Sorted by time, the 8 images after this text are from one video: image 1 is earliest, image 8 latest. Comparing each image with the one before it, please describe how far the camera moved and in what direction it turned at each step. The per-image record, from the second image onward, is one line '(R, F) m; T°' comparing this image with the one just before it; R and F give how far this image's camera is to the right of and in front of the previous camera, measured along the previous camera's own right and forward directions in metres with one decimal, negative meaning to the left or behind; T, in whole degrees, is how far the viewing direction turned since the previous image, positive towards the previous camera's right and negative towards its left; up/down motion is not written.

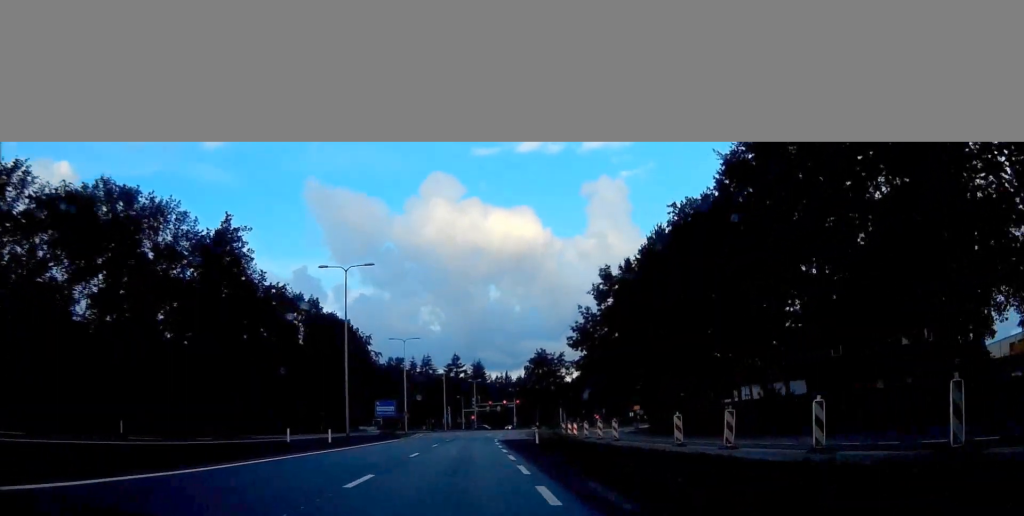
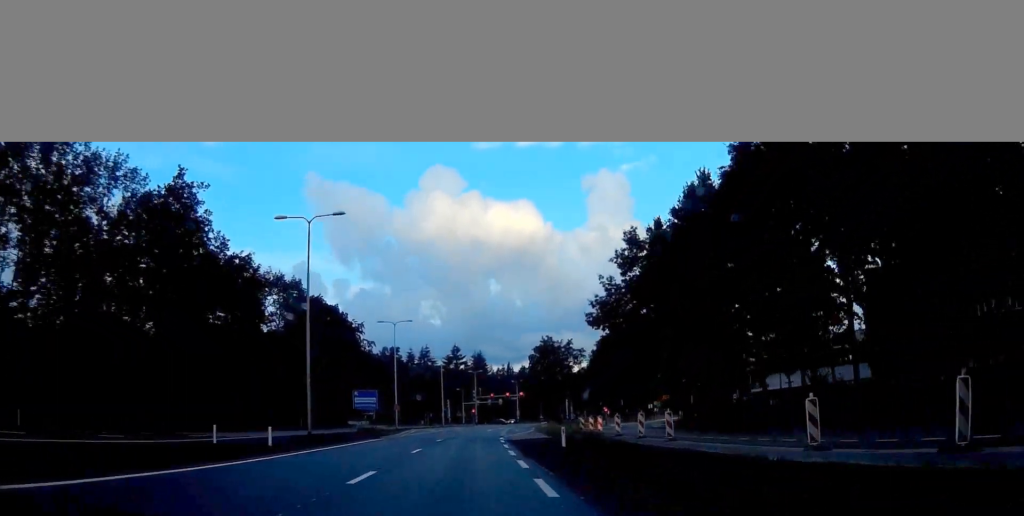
(0.0, +11.6) m; 0°
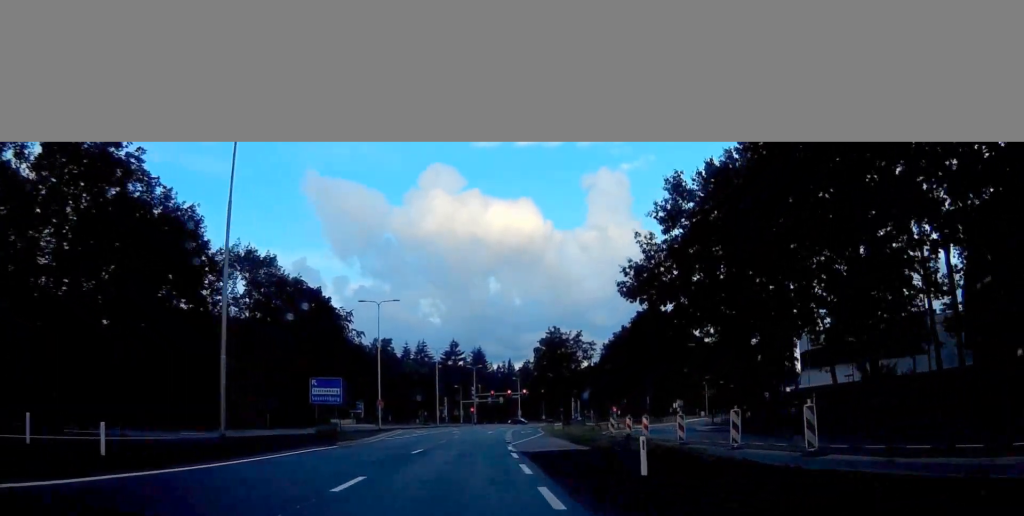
(+0.1, +13.1) m; +1°
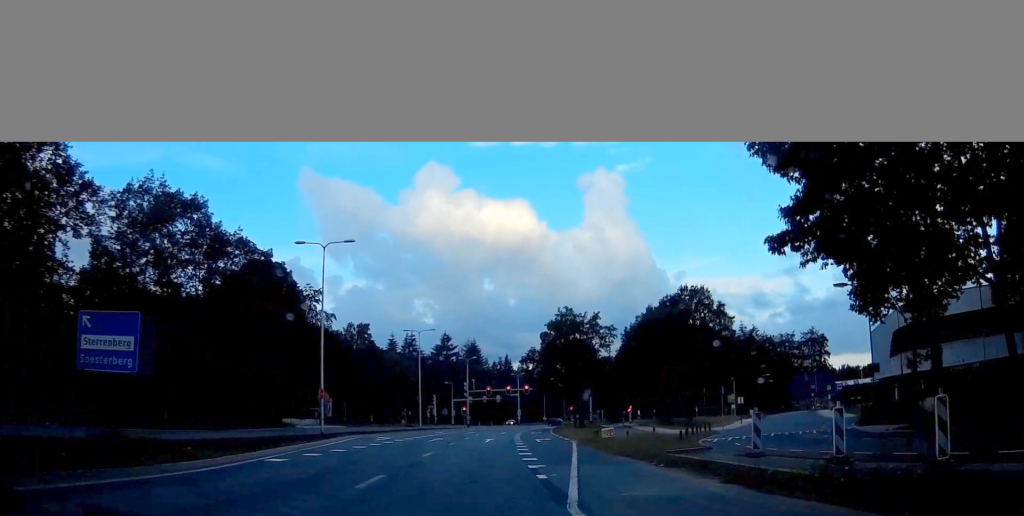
(+0.1, +23.1) m; +1°
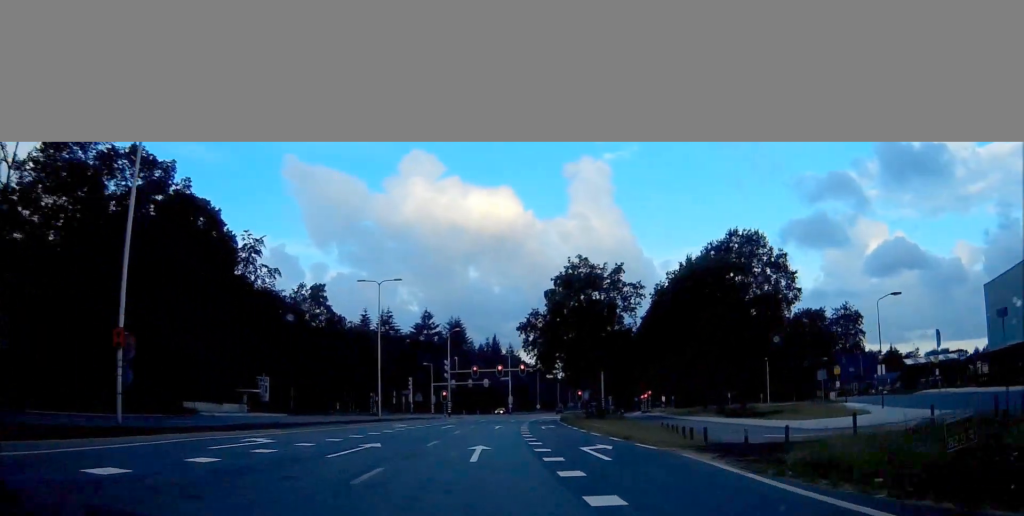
(+0.3, +25.0) m; +1°
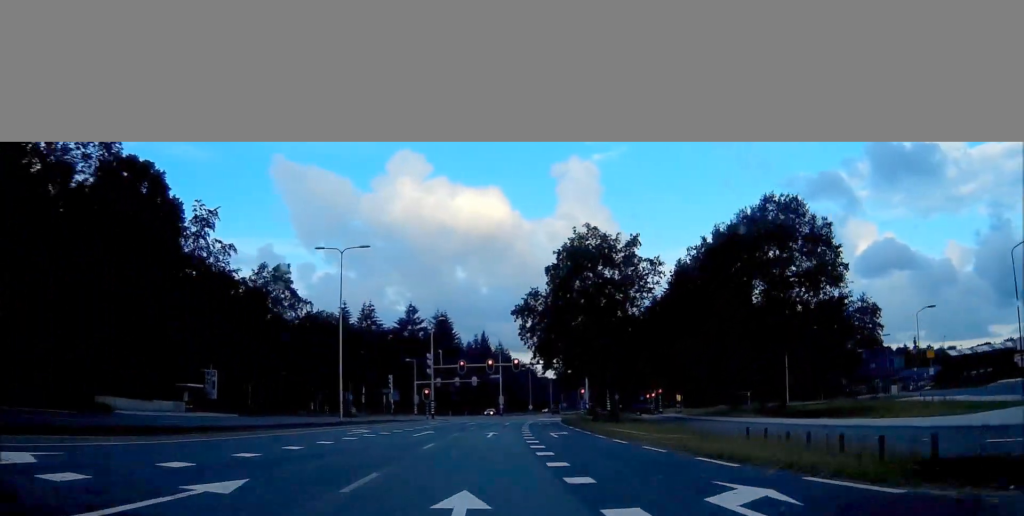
(-0.1, +12.8) m; +1°
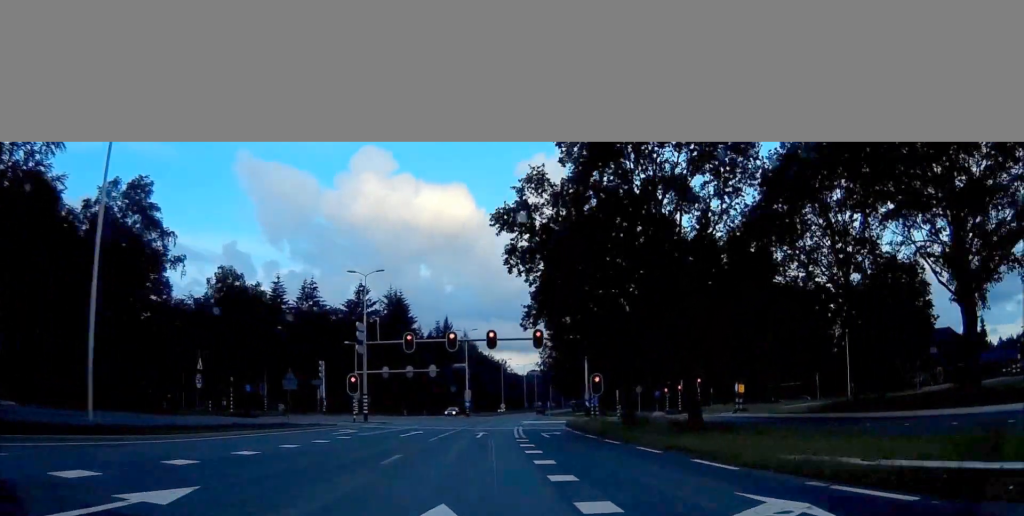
(+0.7, +30.4) m; +2°
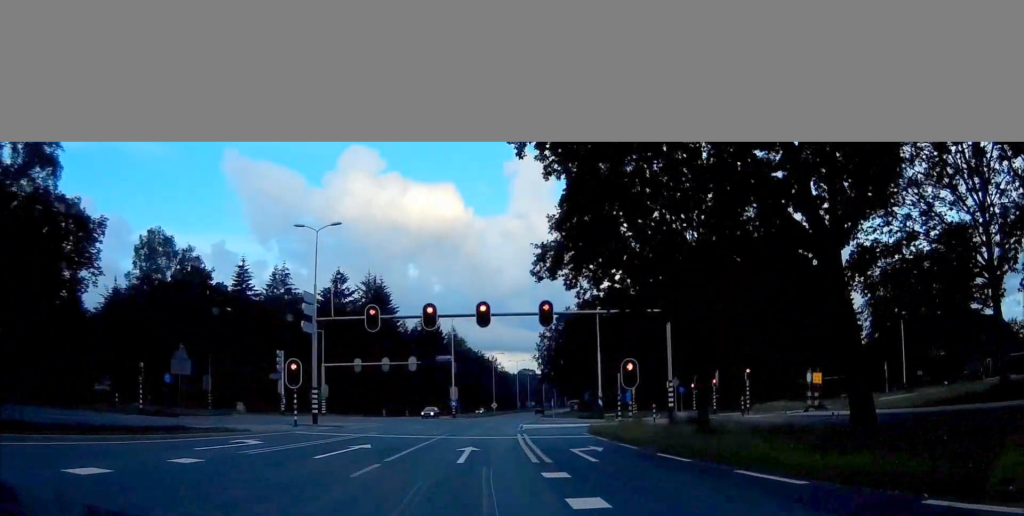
(-0.1, +15.1) m; -1°
